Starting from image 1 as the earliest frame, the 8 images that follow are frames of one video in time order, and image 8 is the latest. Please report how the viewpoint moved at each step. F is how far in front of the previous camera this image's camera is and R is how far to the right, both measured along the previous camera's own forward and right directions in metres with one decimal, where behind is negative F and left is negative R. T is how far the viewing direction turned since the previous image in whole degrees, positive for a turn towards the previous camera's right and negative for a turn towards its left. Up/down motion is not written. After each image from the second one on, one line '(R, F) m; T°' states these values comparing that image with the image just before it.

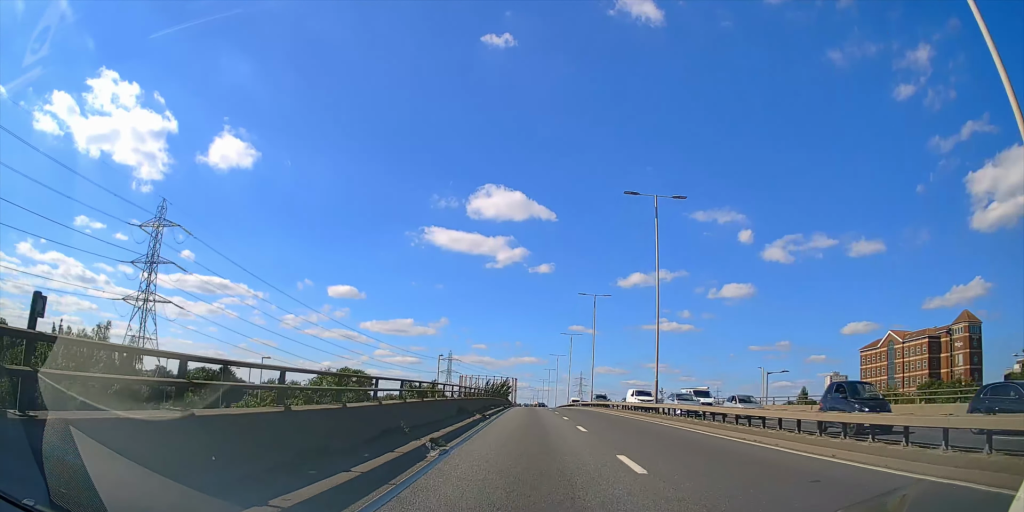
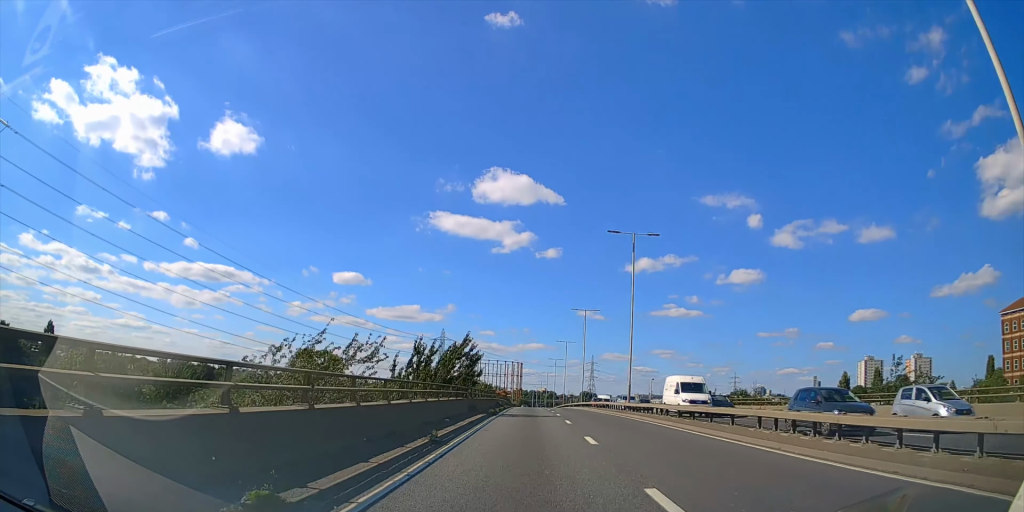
(-0.2, +59.0) m; -1°
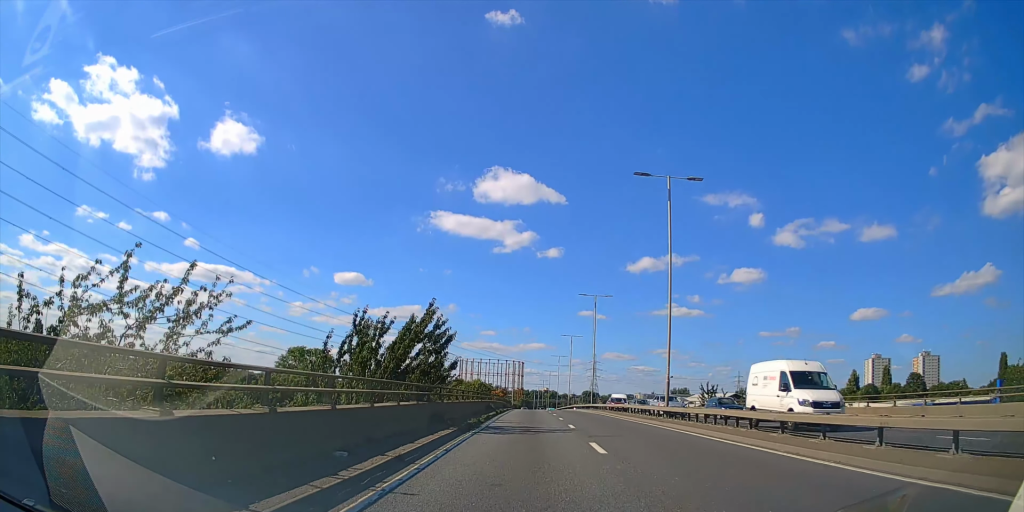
(-0.1, +10.8) m; 0°
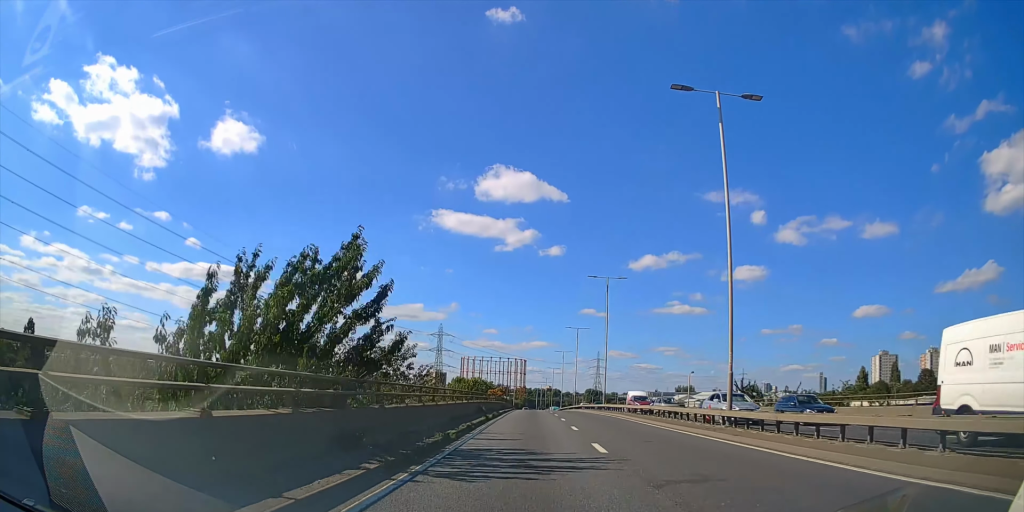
(0.0, +9.2) m; 0°
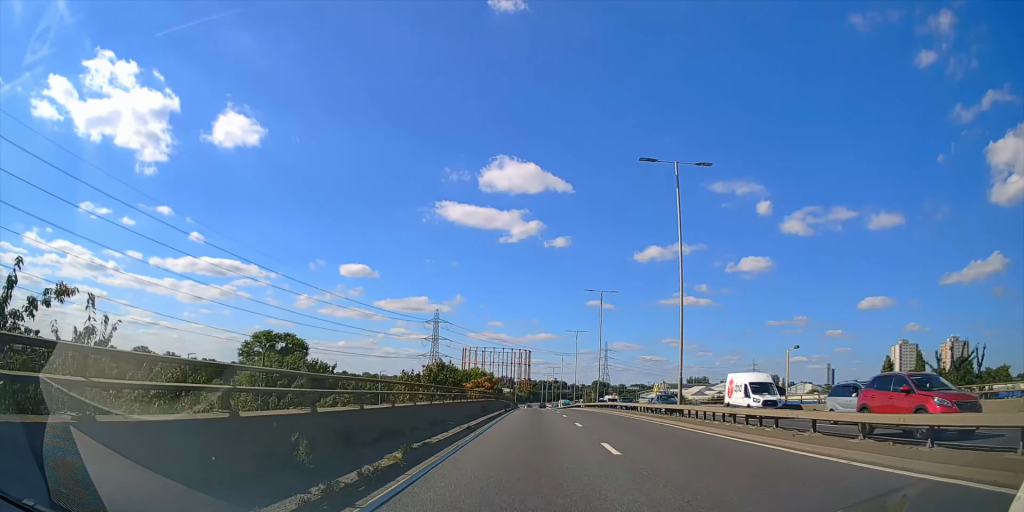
(-0.1, +27.7) m; 0°
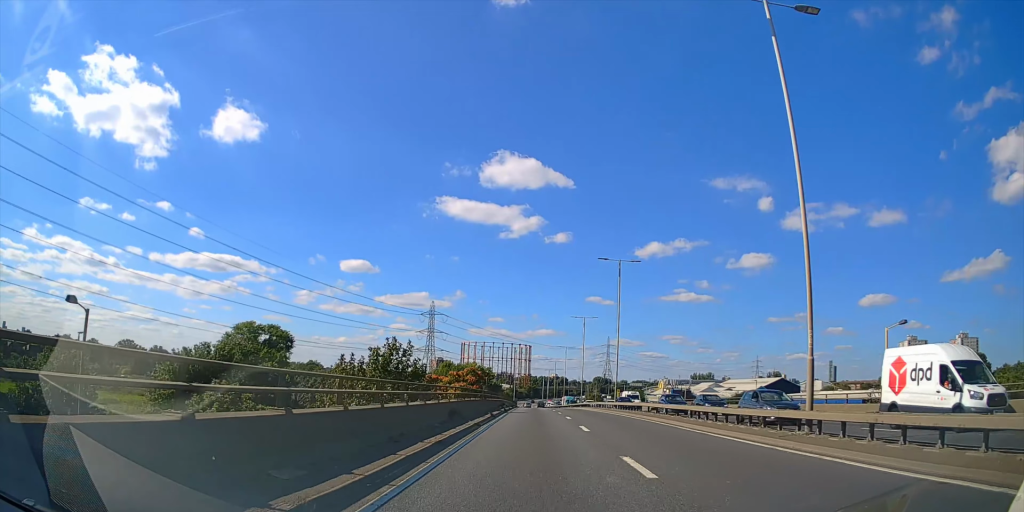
(0.0, +13.8) m; 0°
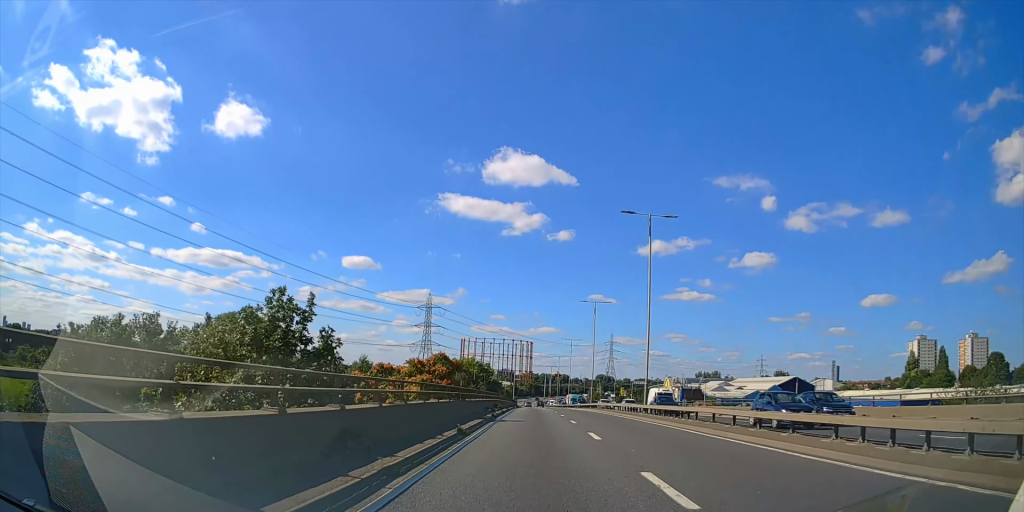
(0.0, +14.1) m; 0°
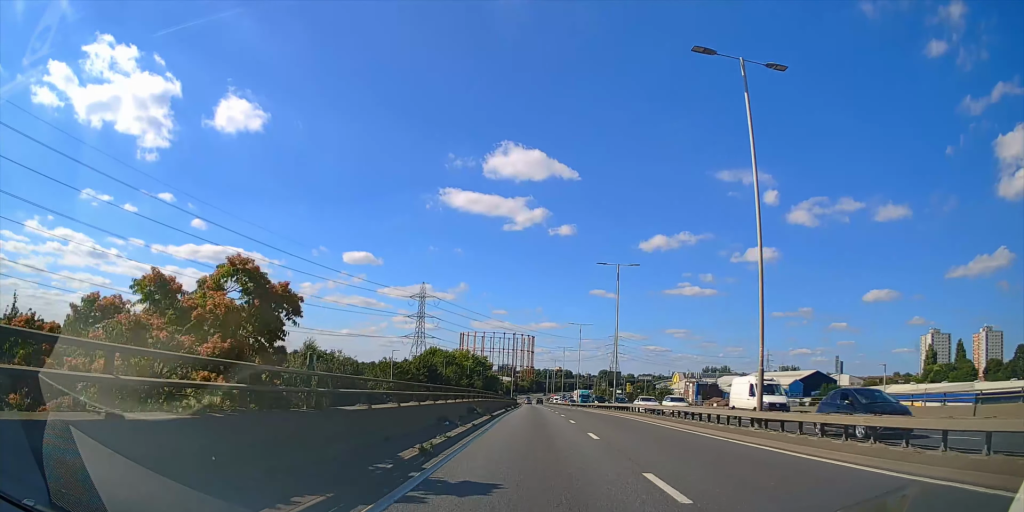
(0.0, +17.2) m; 0°
